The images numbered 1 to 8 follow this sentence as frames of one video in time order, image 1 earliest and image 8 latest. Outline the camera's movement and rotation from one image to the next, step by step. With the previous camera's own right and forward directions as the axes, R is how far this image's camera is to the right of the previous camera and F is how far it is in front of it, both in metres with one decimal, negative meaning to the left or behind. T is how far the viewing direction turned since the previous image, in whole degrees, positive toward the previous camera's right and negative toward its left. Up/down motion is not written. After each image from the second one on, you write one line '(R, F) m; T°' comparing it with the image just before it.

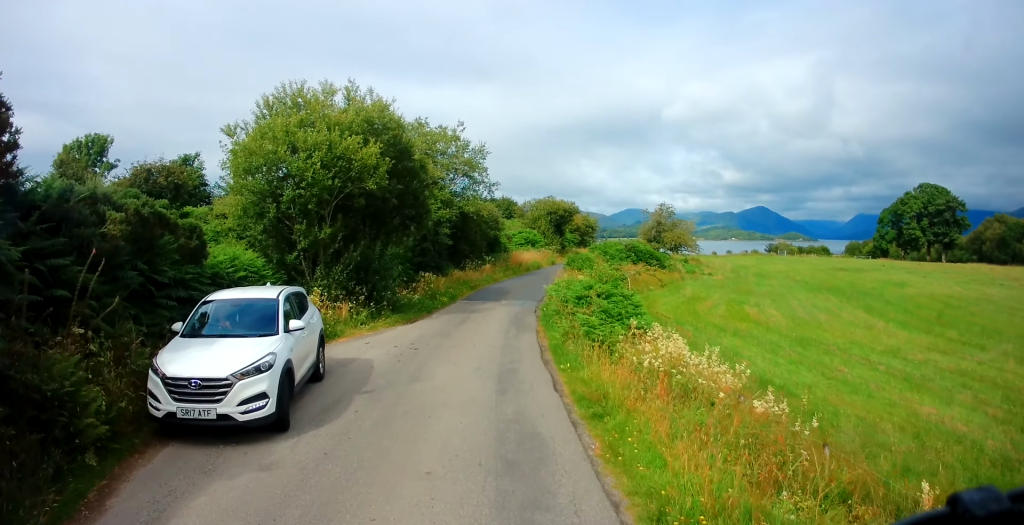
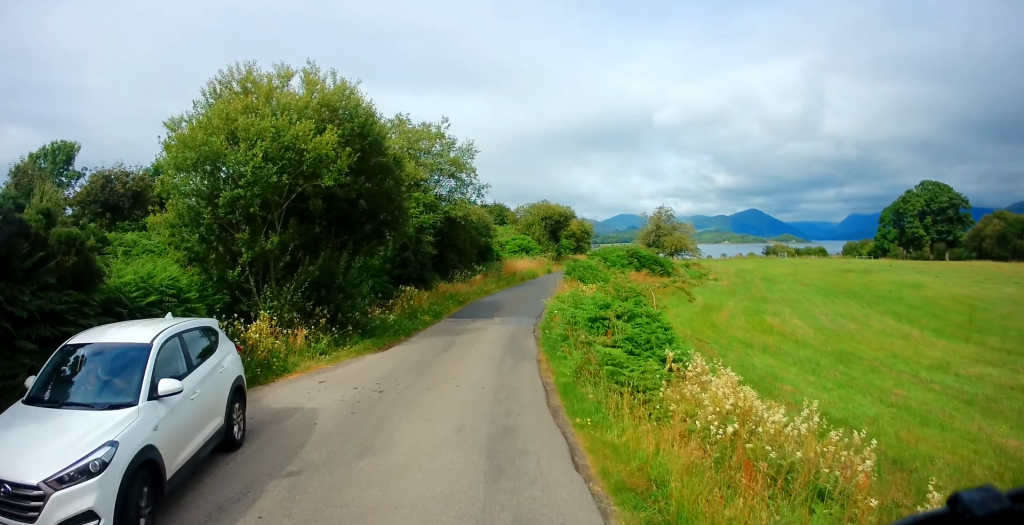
(-0.3, +2.9) m; -2°
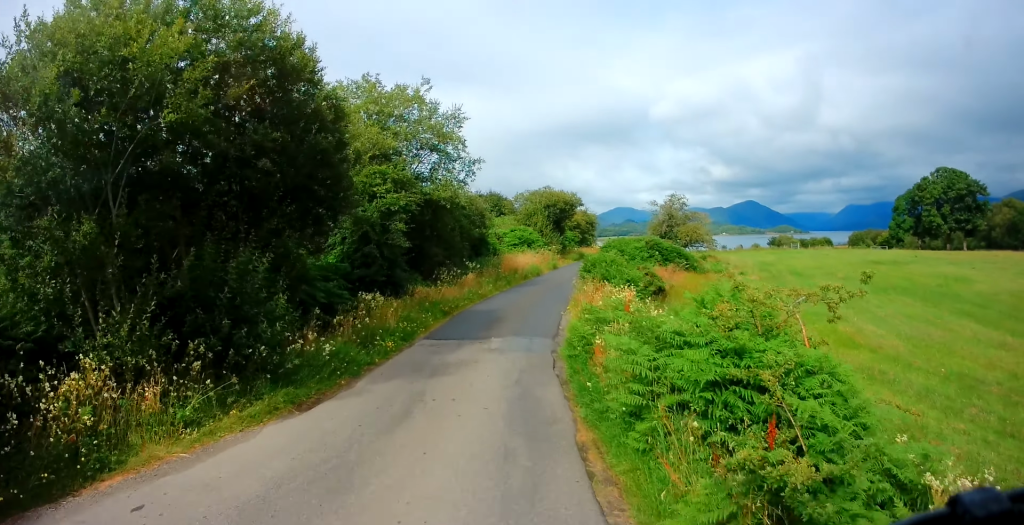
(+0.1, +5.5) m; +2°
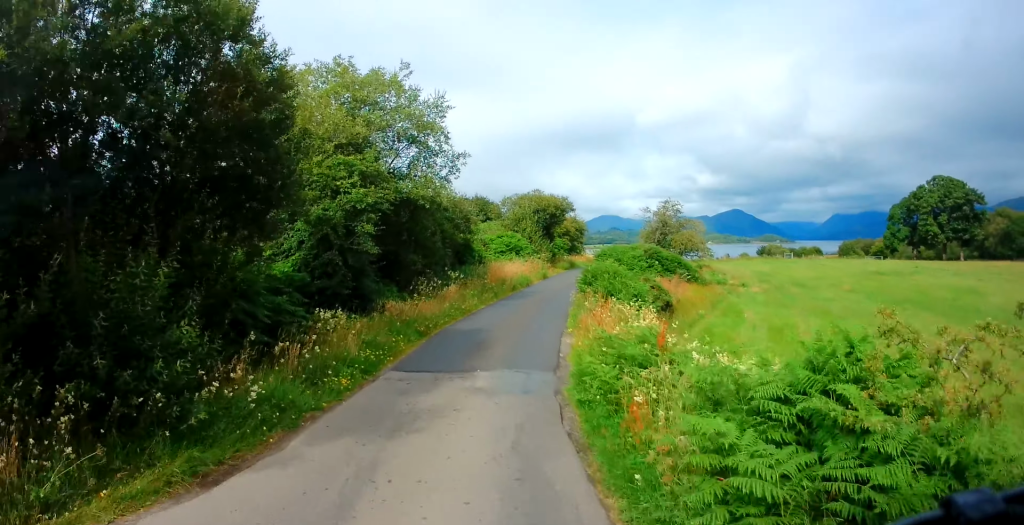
(0.0, +2.6) m; 0°
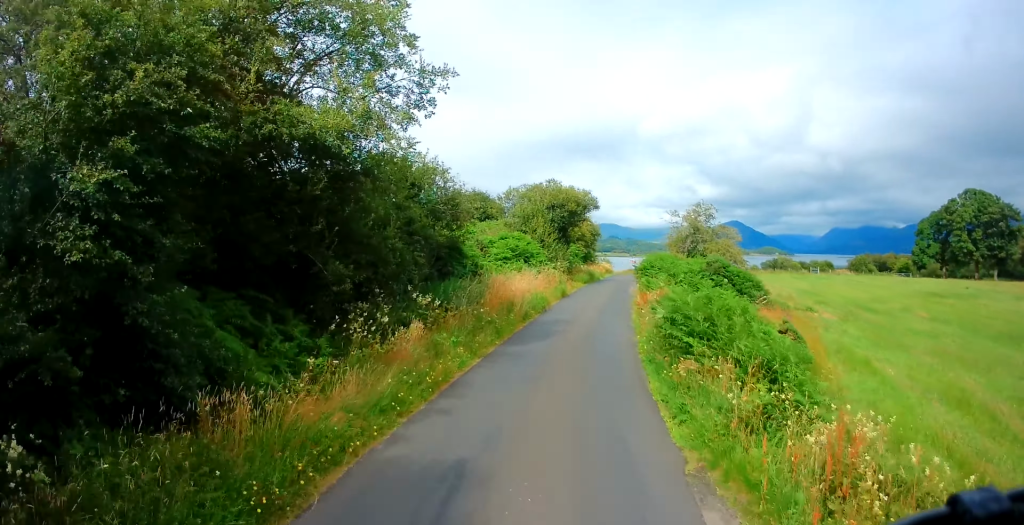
(0.0, +8.9) m; +3°
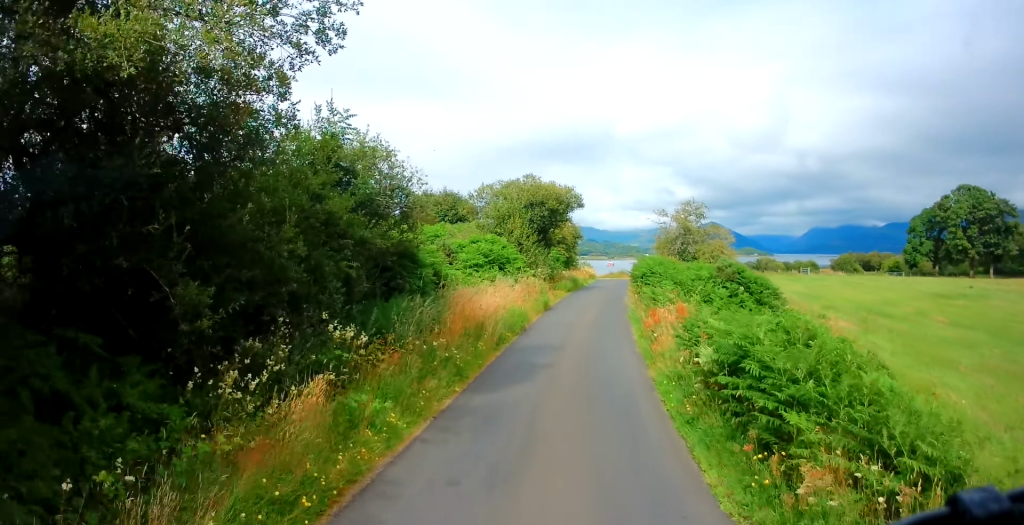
(+0.1, +3.6) m; +2°
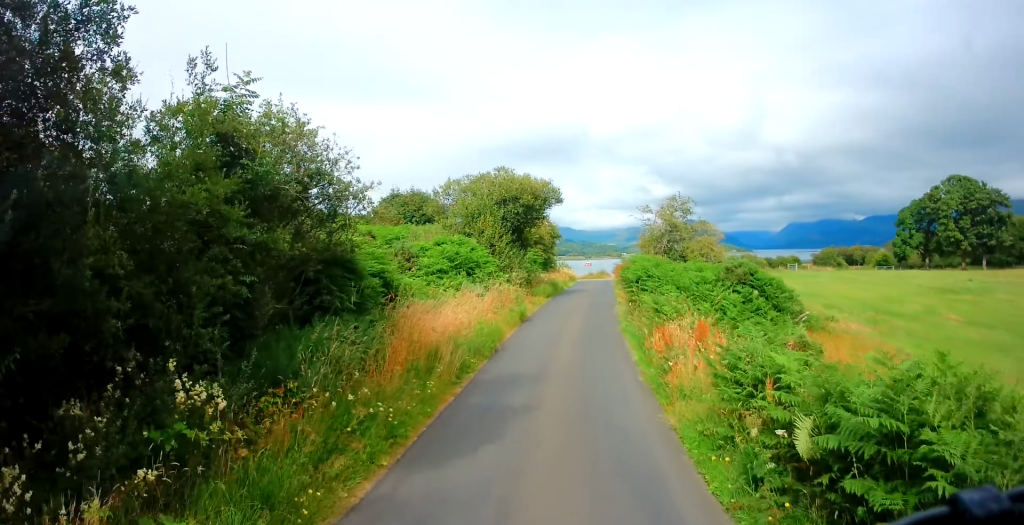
(+0.2, +3.0) m; +2°
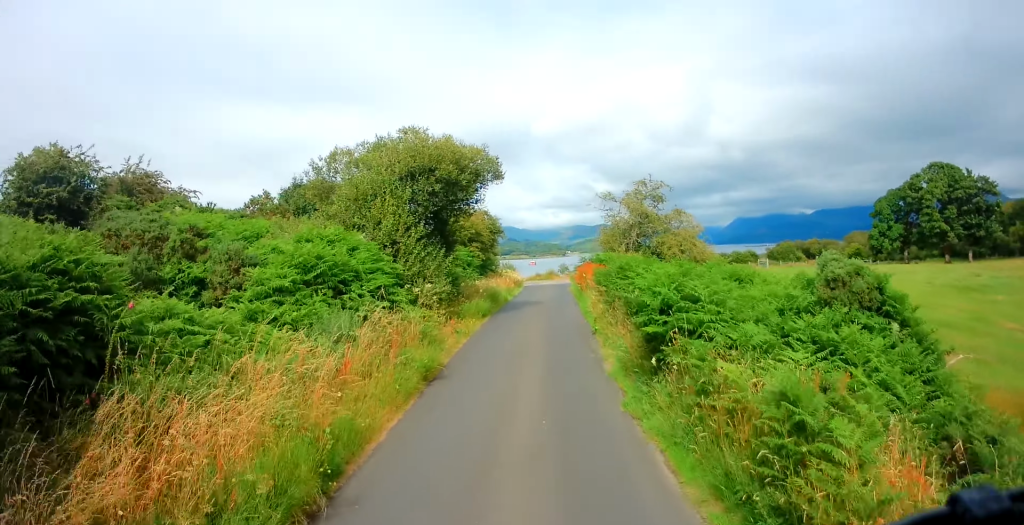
(+0.2, +8.4) m; +8°
